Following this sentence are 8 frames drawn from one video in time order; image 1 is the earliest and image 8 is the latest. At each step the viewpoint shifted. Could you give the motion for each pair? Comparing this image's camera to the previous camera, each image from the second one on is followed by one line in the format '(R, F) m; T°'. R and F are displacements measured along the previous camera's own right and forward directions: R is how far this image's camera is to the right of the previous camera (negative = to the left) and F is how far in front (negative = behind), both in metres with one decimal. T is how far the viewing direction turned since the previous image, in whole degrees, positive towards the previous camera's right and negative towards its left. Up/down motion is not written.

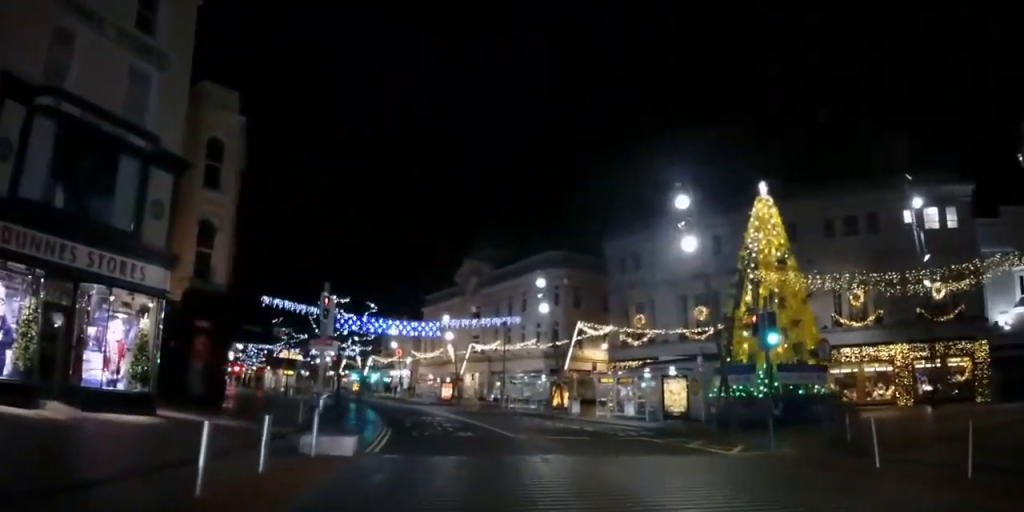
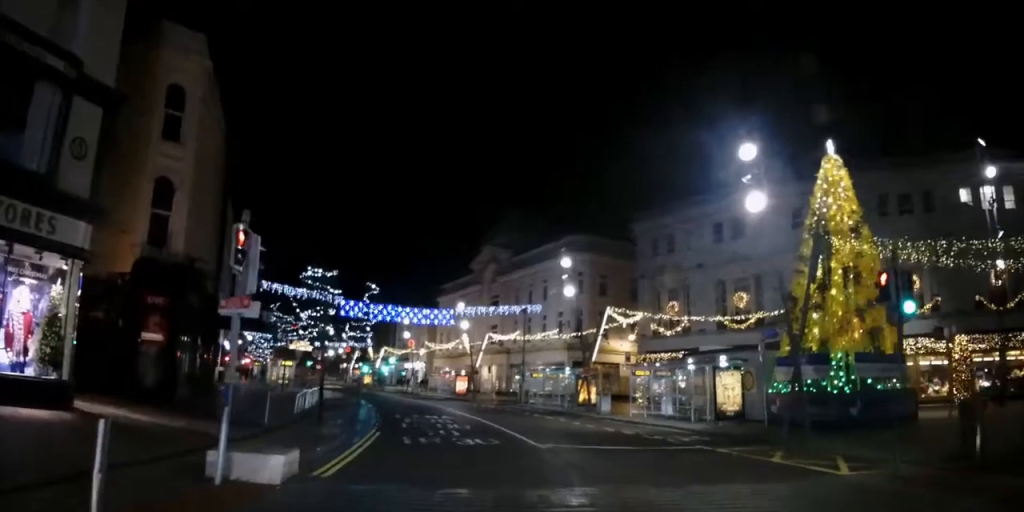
(0.0, +4.7) m; -2°
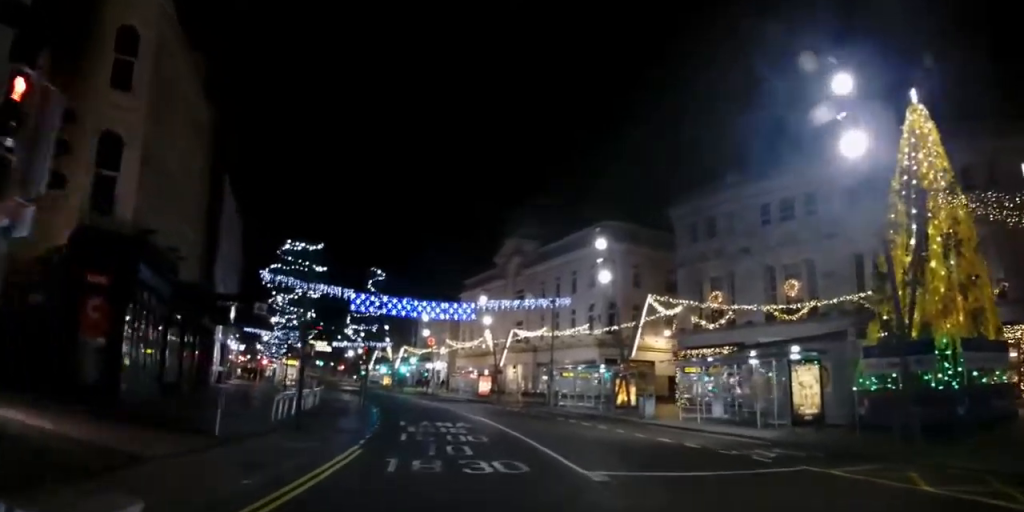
(-0.1, +4.5) m; -3°
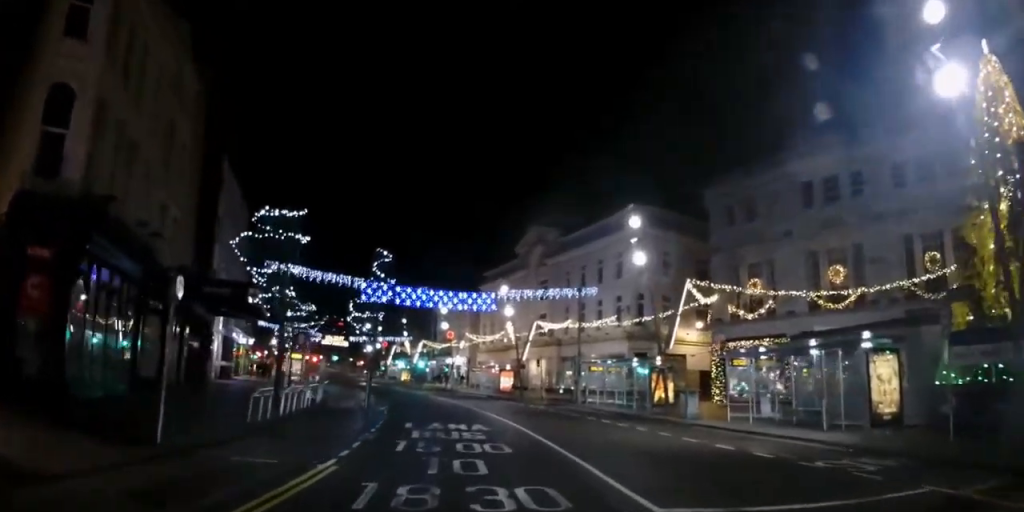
(-0.1, +3.3) m; -3°
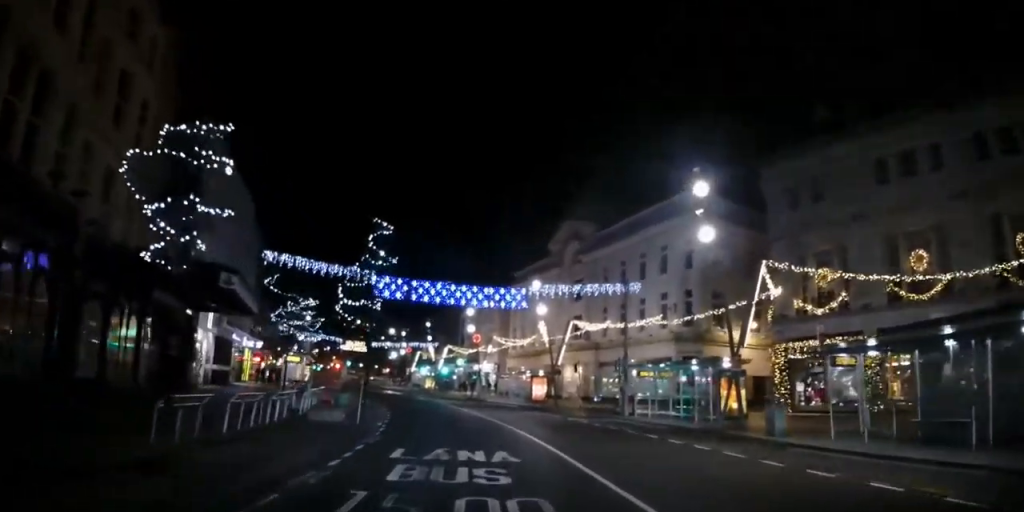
(-0.3, +5.8) m; -5°
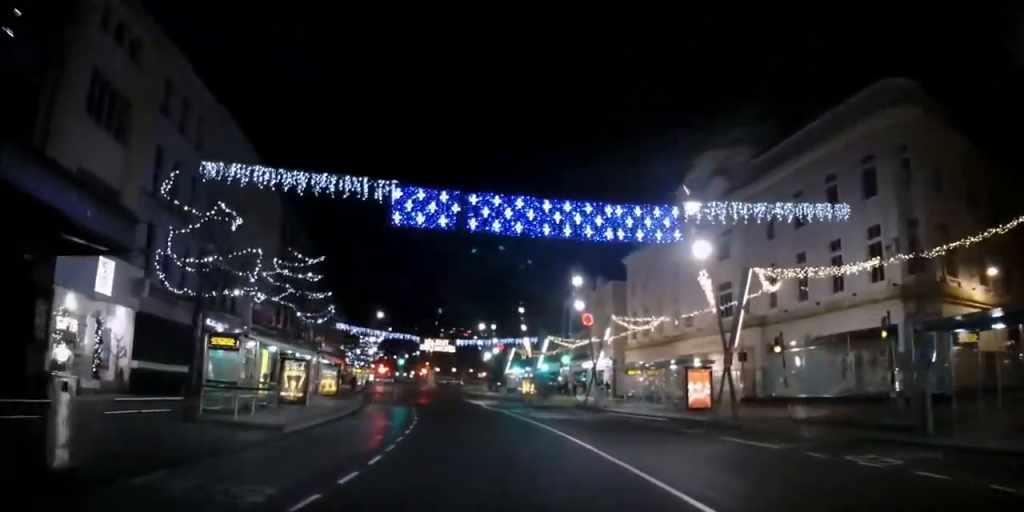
(-0.8, +17.7) m; -6°
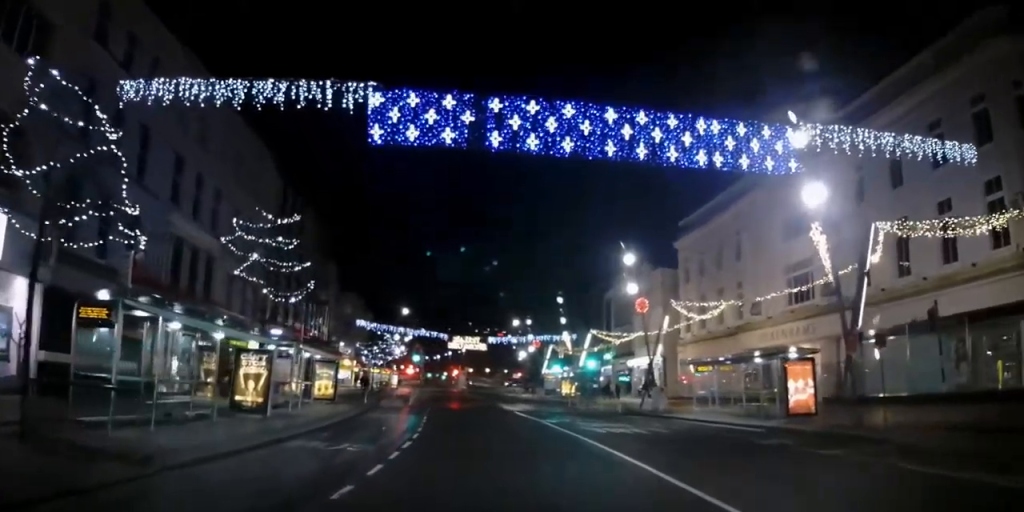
(-0.4, +7.2) m; -5°
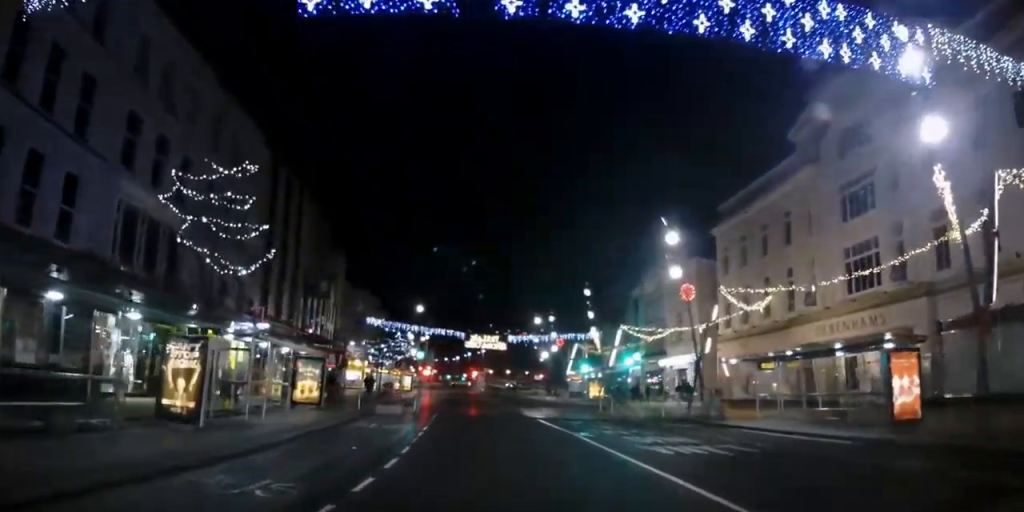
(-0.1, +5.1) m; -3°
